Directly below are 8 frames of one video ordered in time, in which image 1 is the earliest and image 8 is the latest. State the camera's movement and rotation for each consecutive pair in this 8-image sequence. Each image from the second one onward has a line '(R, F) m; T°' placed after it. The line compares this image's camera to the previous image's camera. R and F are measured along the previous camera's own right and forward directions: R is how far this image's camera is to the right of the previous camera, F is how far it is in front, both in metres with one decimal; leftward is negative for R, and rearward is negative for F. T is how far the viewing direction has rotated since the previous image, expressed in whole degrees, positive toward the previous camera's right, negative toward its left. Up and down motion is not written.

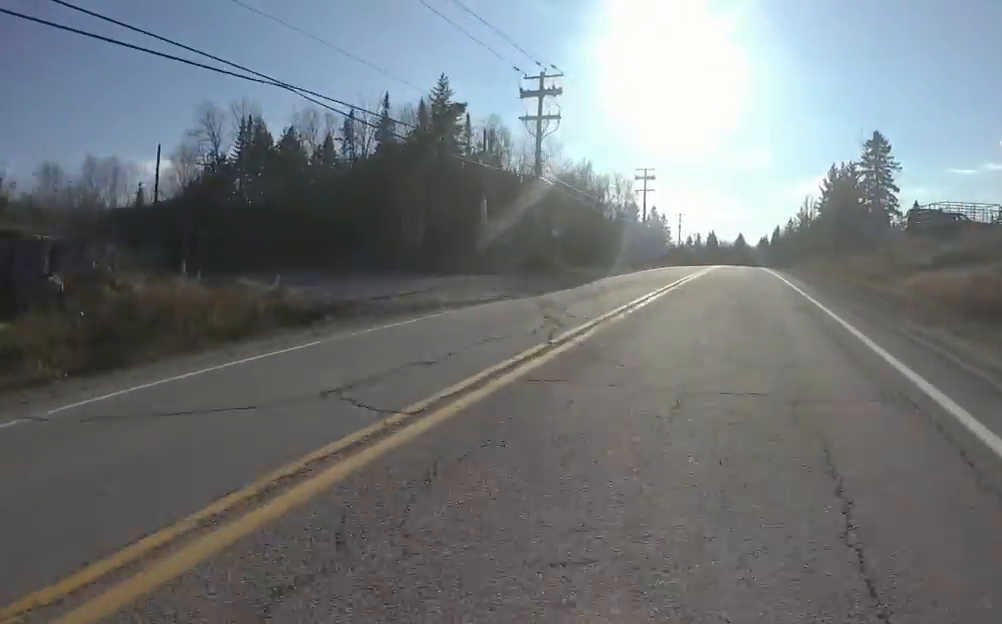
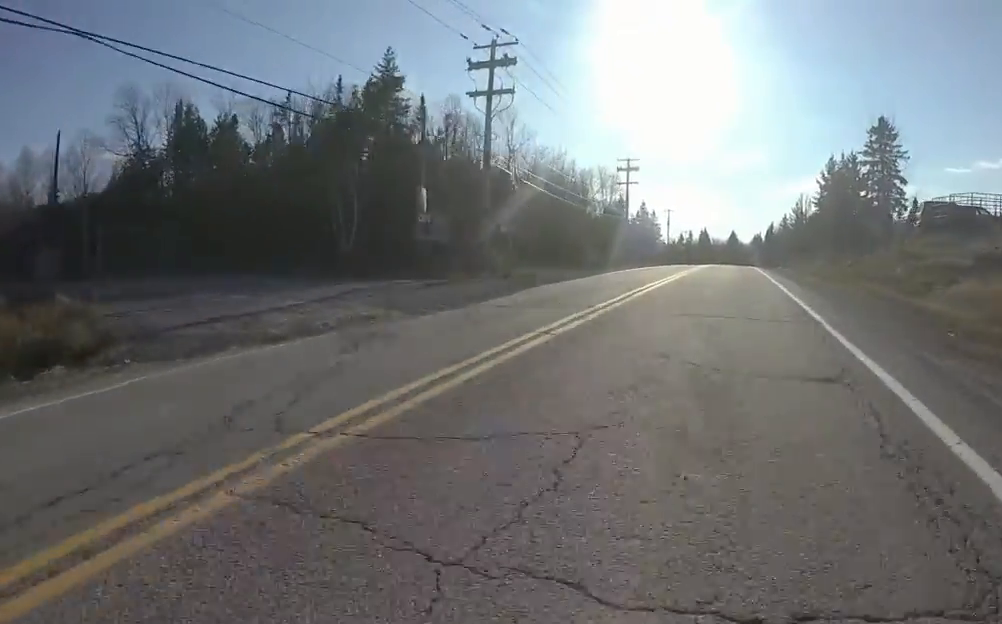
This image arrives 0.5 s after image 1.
(-0.4, +4.9) m; -1°
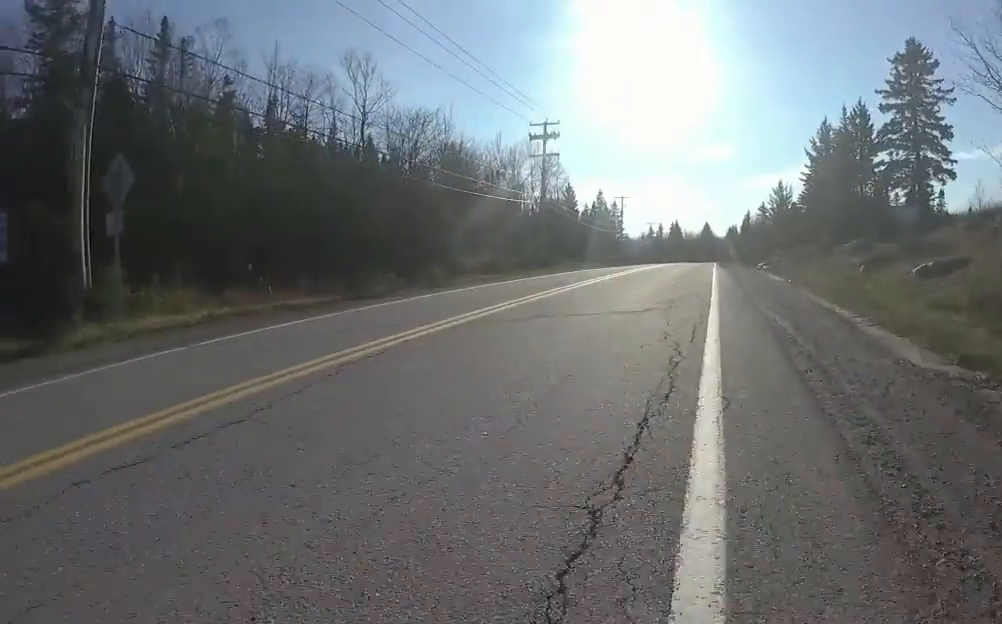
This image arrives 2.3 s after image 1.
(+1.4, +15.7) m; +1°
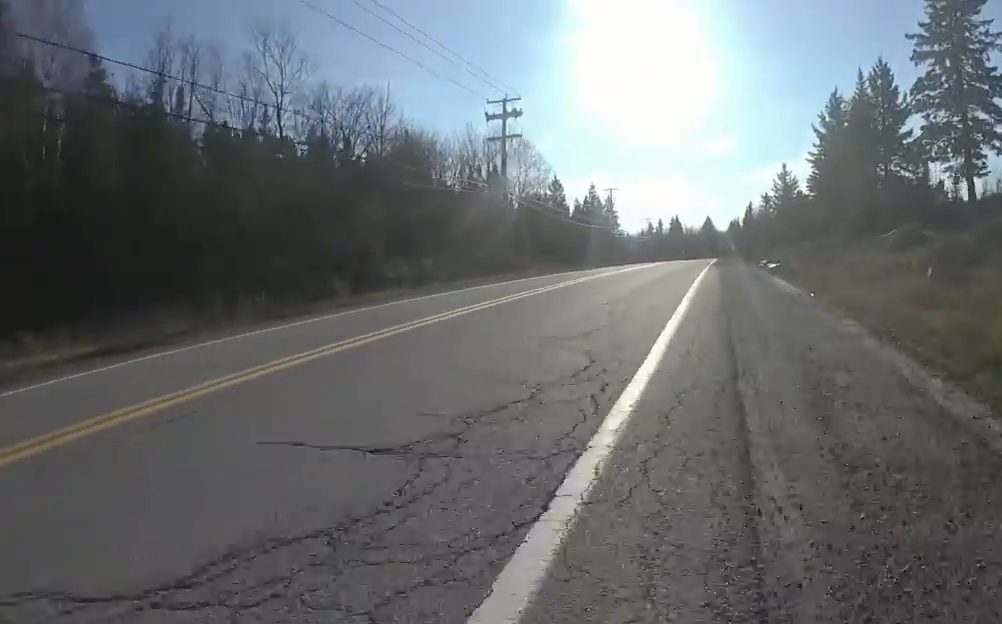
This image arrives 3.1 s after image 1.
(-0.5, +6.2) m; +1°
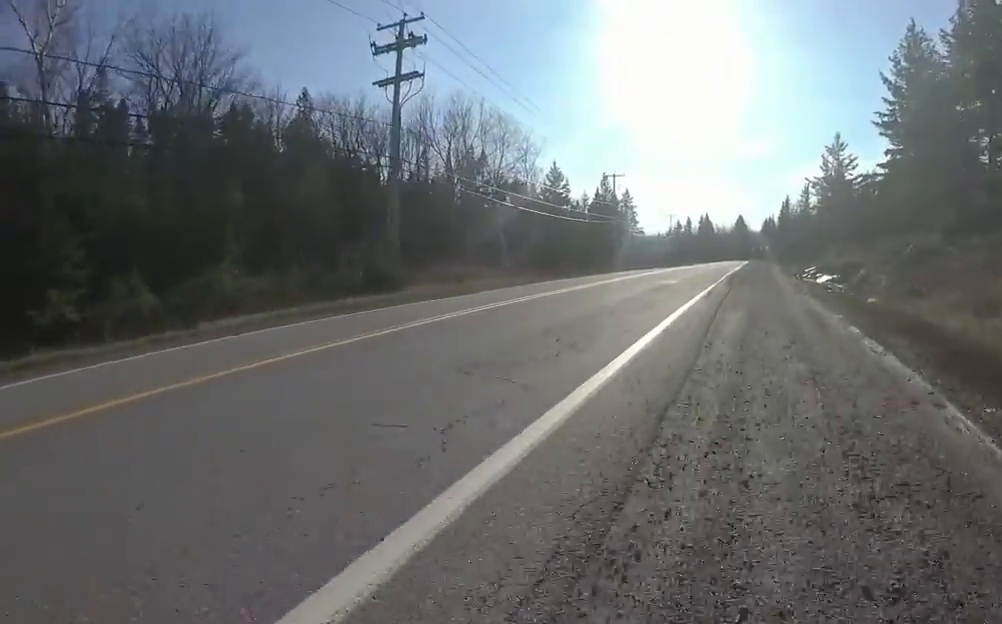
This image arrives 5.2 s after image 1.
(0.0, +13.8) m; -6°
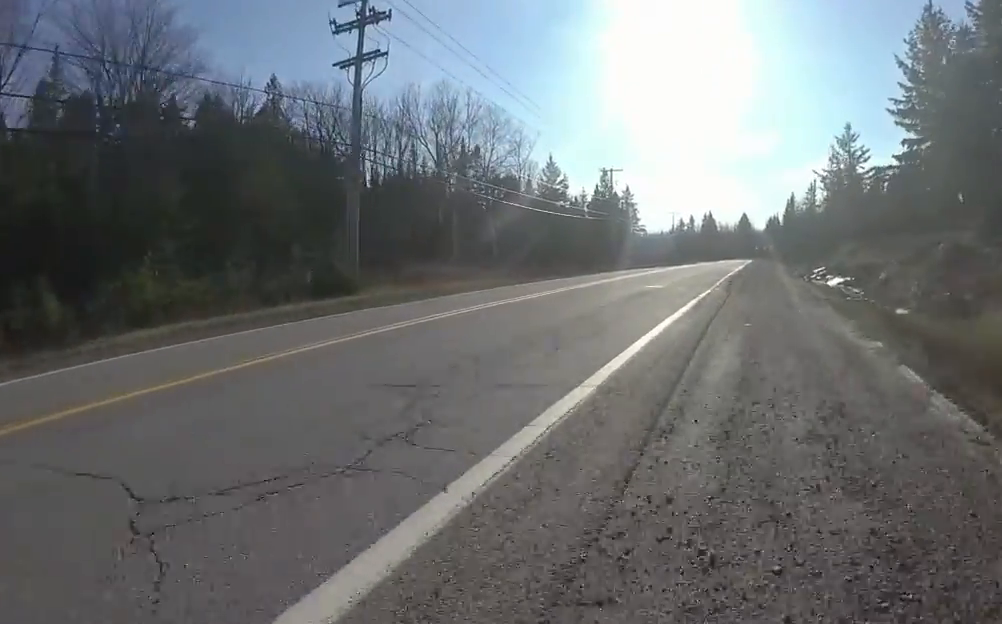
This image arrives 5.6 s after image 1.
(-0.1, +3.0) m; -1°
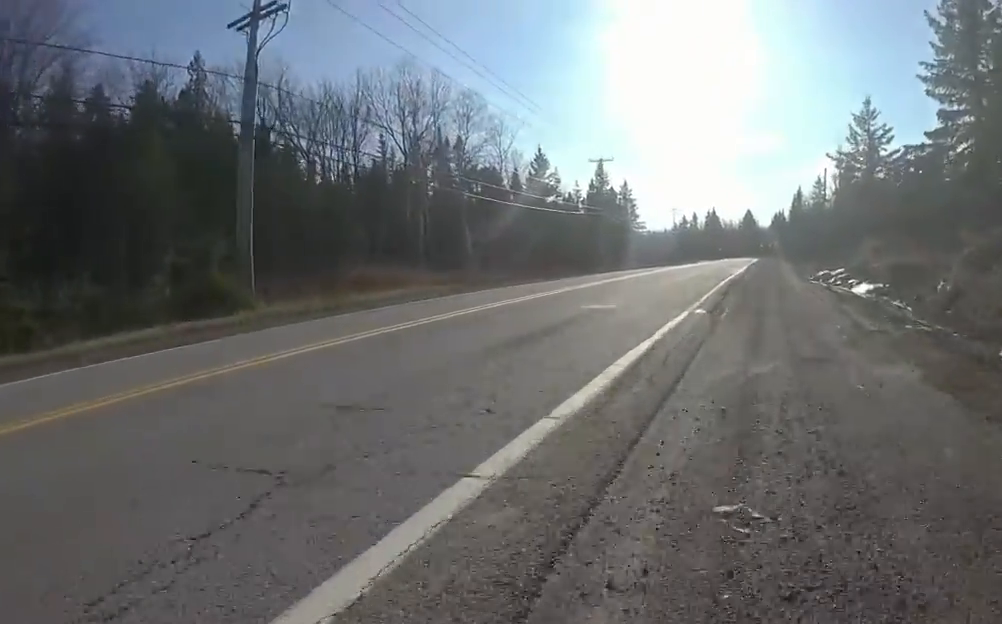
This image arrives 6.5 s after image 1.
(0.0, +5.8) m; +1°
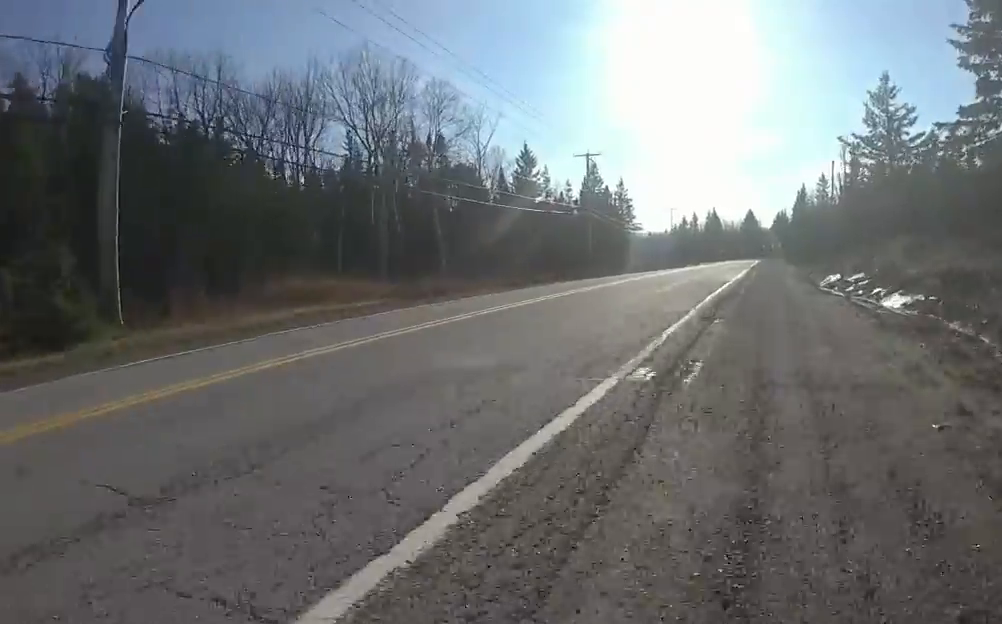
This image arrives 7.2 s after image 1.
(0.0, +5.0) m; +4°
